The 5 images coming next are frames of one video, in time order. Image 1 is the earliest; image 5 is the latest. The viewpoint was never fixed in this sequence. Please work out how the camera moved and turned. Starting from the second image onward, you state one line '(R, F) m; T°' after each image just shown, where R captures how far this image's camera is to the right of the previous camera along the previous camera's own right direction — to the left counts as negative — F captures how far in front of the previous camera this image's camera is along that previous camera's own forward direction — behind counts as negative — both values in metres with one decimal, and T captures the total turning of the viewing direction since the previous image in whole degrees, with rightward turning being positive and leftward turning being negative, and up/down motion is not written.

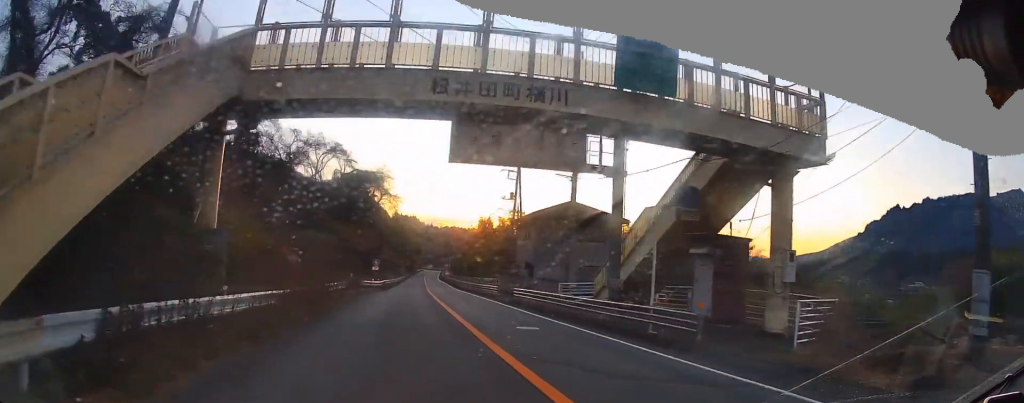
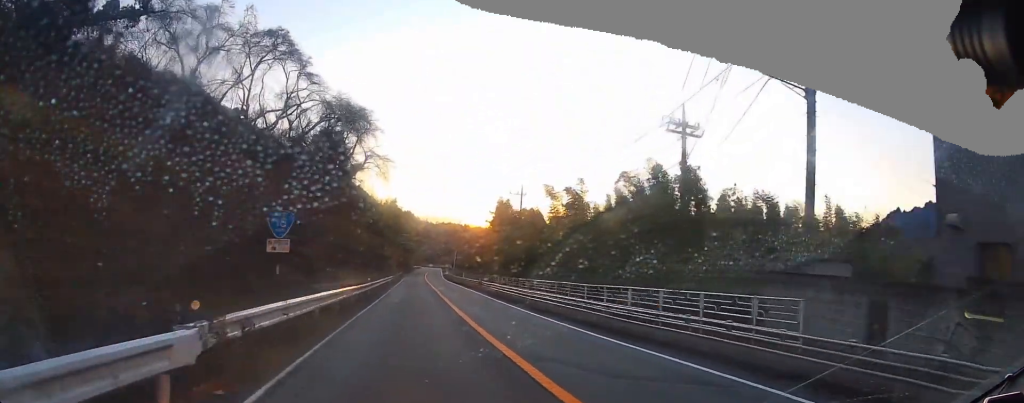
(+0.1, +42.1) m; +2°
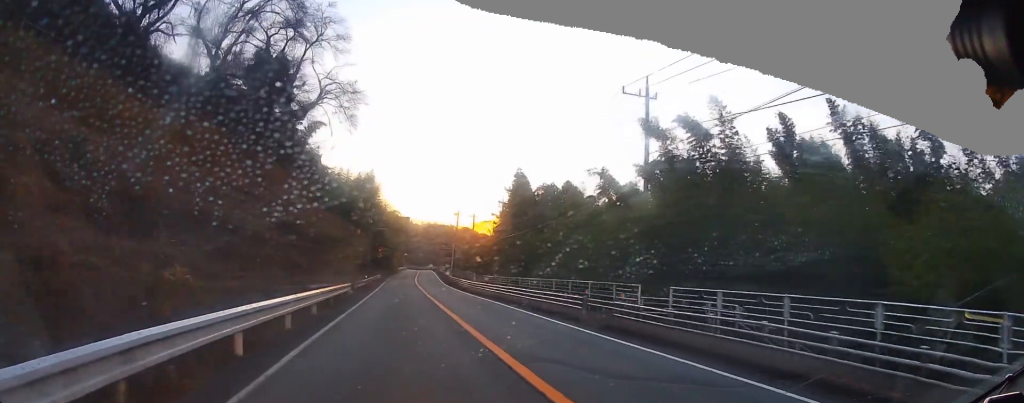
(+1.0, +35.7) m; 0°
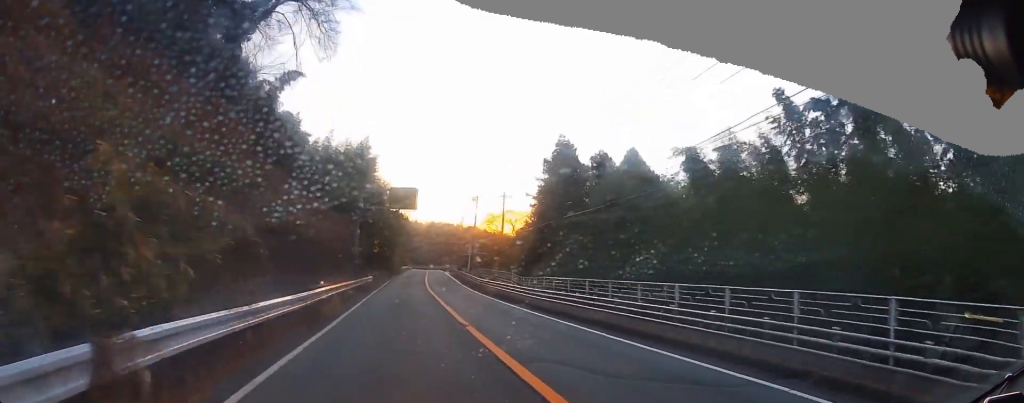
(-0.5, +22.7) m; -4°
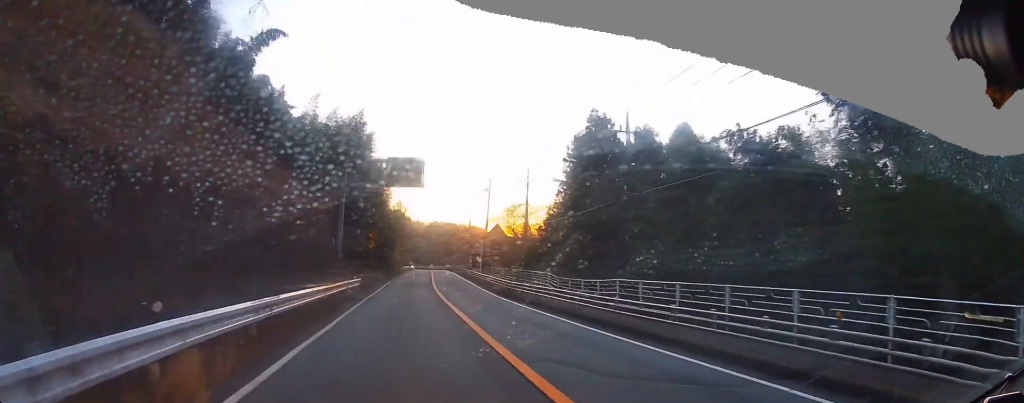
(-0.9, +11.7) m; -1°
